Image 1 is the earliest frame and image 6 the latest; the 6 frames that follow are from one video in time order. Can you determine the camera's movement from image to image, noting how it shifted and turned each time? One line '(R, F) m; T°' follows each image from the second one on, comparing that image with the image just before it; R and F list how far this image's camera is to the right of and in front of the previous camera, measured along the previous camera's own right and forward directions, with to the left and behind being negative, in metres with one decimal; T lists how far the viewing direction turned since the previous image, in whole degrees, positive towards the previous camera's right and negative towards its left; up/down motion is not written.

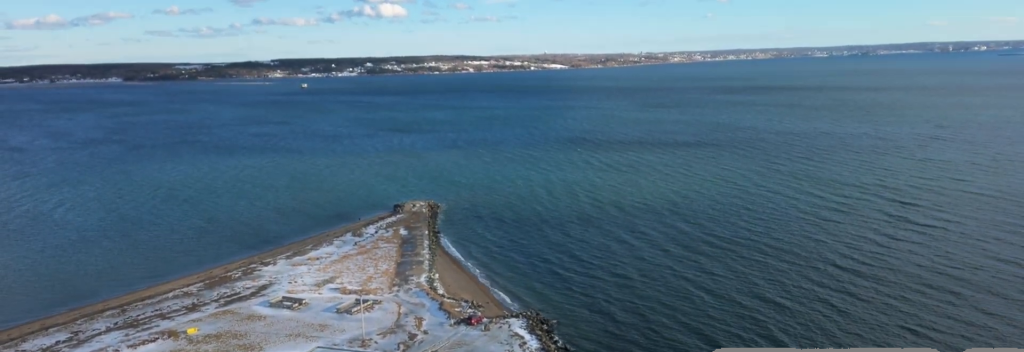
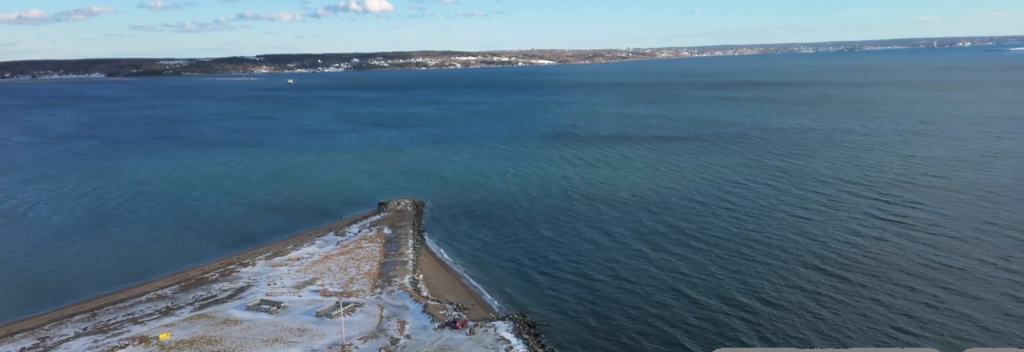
(-0.1, +15.5) m; -1°
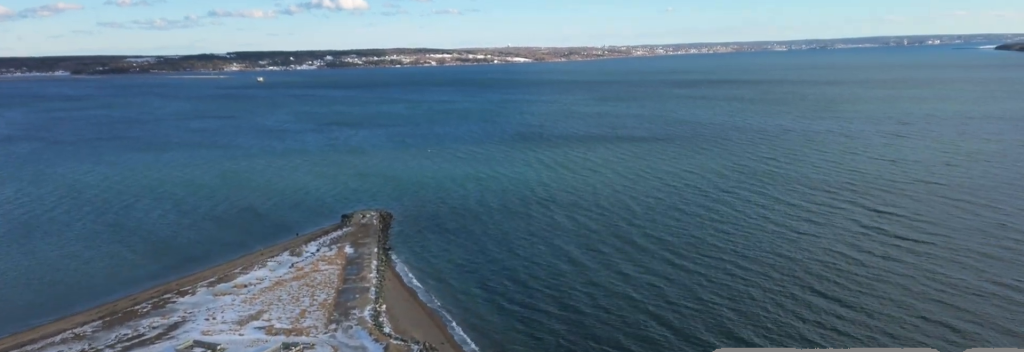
(+0.5, +29.3) m; +4°
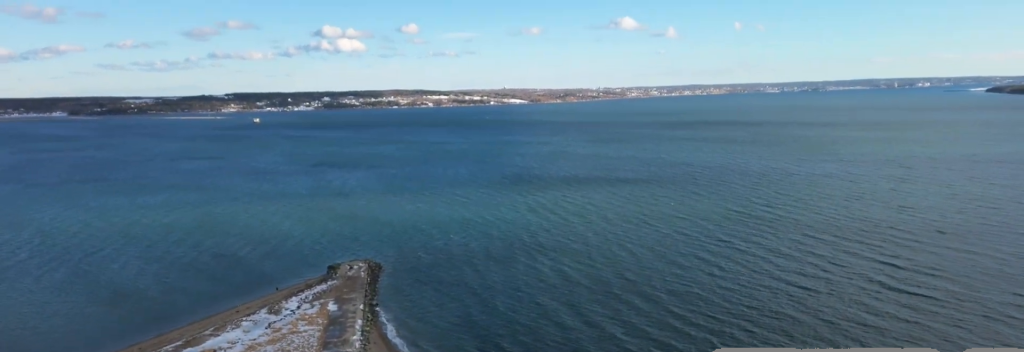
(+0.8, +18.3) m; +8°
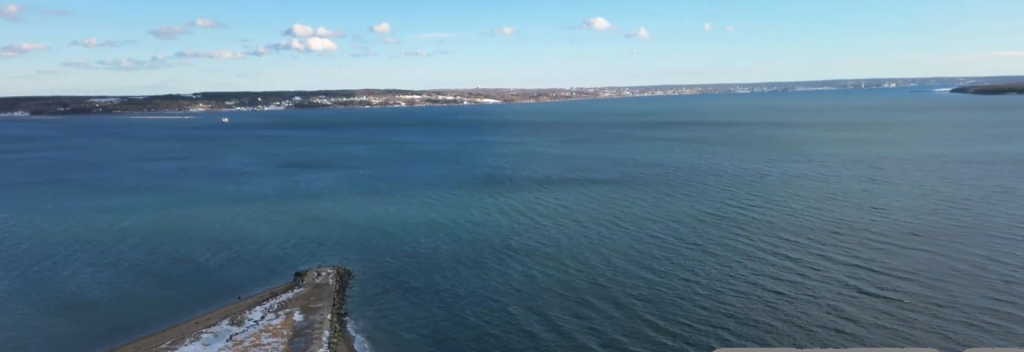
(+0.3, +7.1) m; +5°
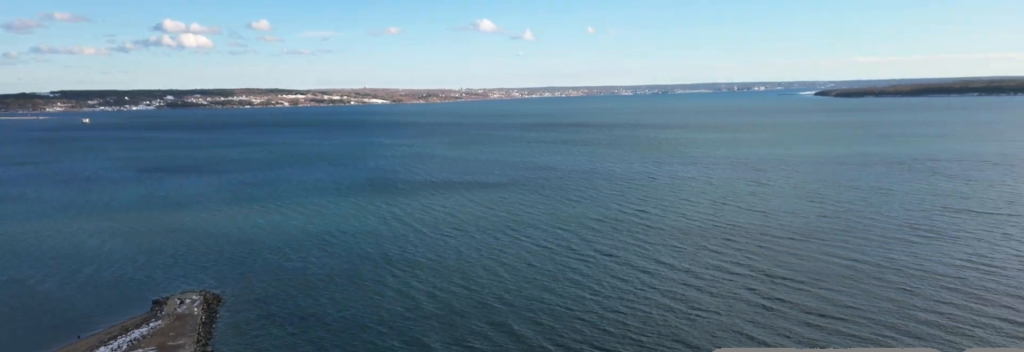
(+2.6, +18.5) m; +19°
